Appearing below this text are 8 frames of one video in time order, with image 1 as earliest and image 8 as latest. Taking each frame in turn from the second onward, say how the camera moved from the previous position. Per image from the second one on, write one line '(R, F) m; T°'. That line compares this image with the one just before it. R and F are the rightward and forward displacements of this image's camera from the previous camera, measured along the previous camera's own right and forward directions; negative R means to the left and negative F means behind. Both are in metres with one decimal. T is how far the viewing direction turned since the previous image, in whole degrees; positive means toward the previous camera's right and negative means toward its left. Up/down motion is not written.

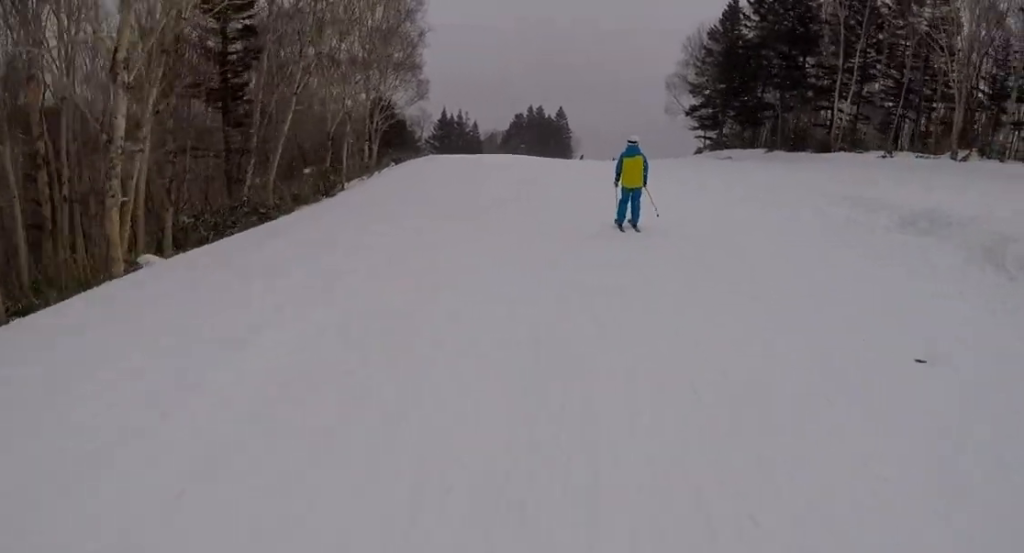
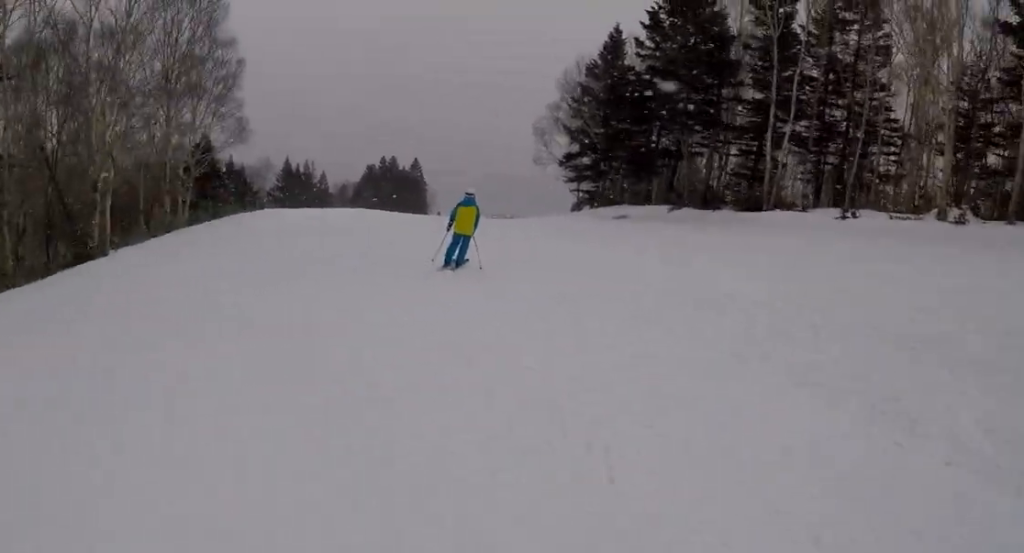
(-0.3, +10.1) m; -1°
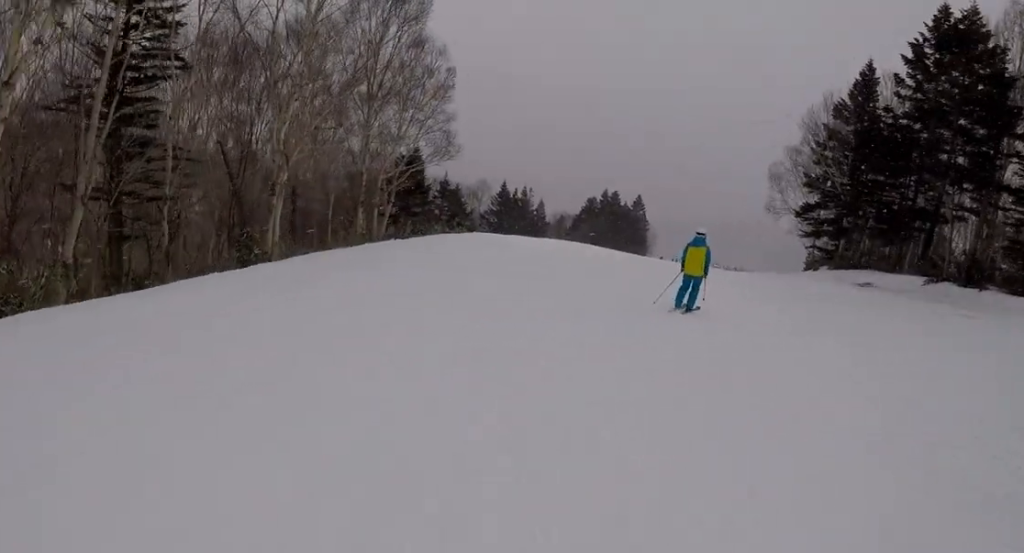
(-0.1, +3.6) m; 0°
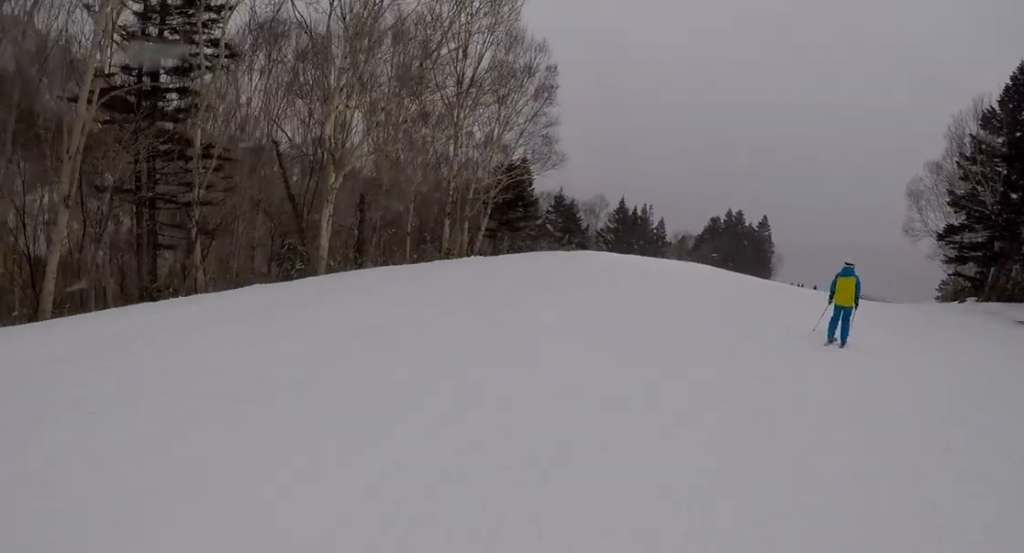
(+0.2, +4.1) m; -4°
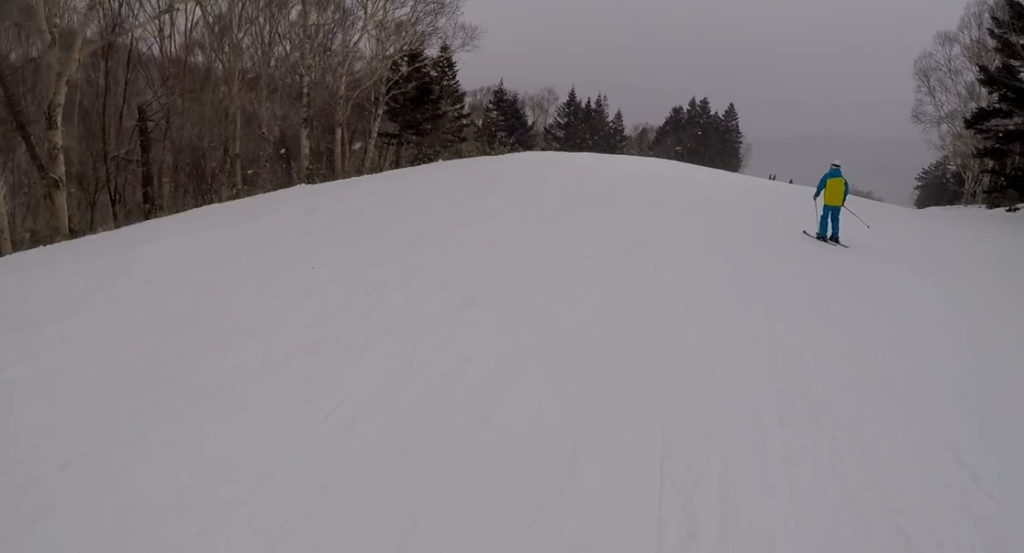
(-0.8, +8.8) m; -4°
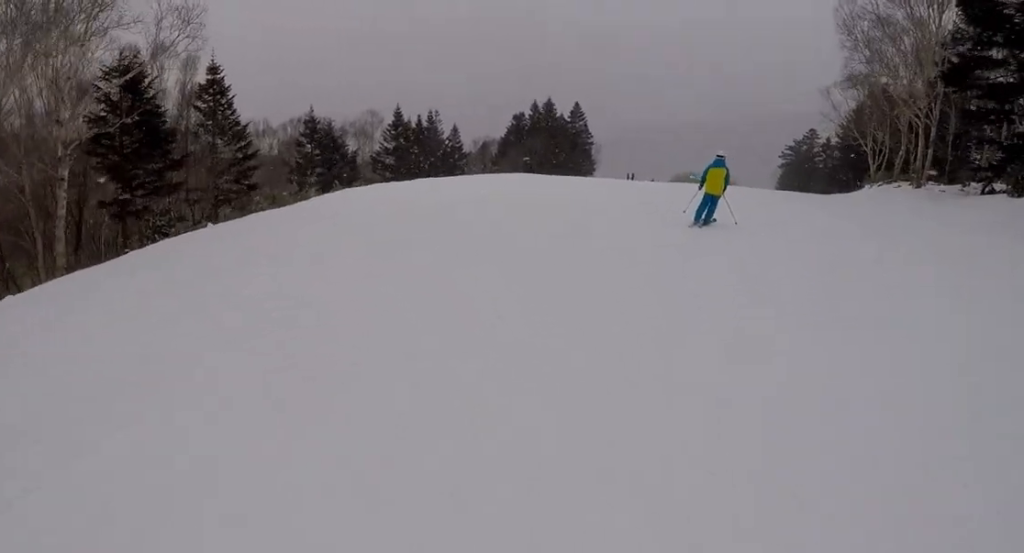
(+1.0, +10.4) m; +11°
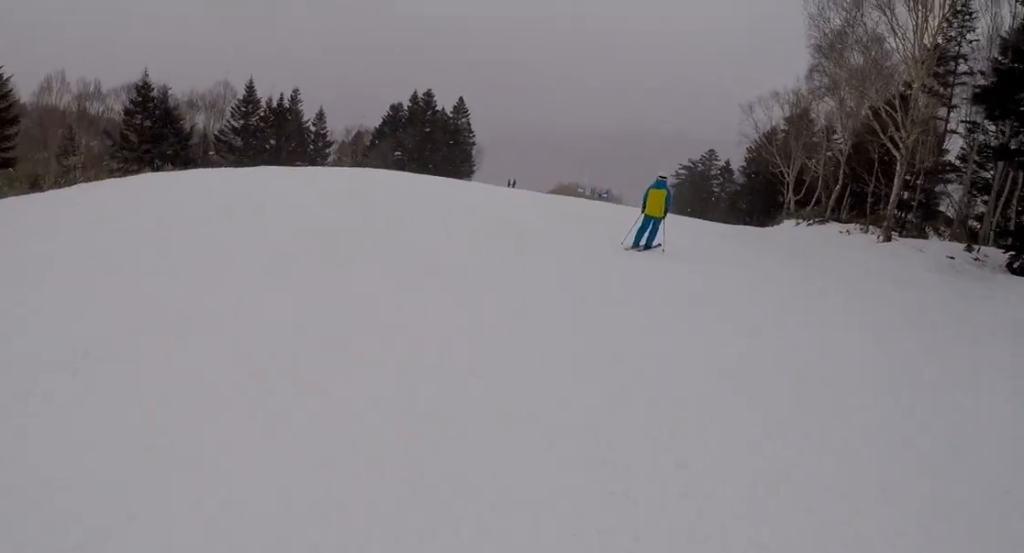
(+0.2, +9.0) m; +4°
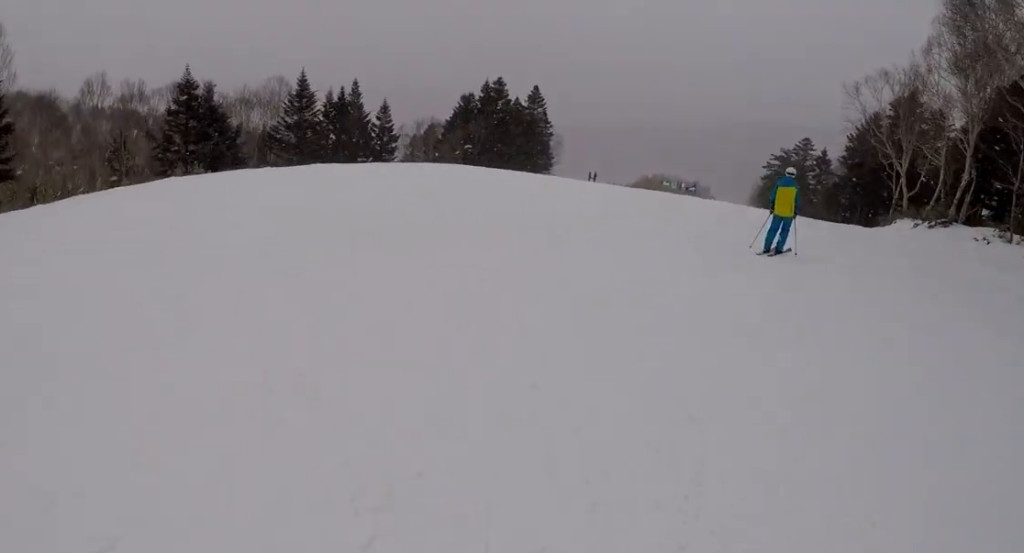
(+0.3, +4.3) m; 0°
